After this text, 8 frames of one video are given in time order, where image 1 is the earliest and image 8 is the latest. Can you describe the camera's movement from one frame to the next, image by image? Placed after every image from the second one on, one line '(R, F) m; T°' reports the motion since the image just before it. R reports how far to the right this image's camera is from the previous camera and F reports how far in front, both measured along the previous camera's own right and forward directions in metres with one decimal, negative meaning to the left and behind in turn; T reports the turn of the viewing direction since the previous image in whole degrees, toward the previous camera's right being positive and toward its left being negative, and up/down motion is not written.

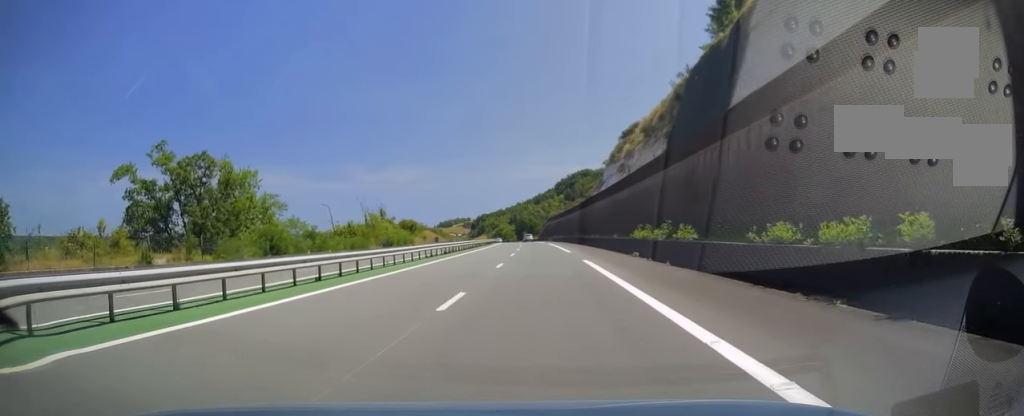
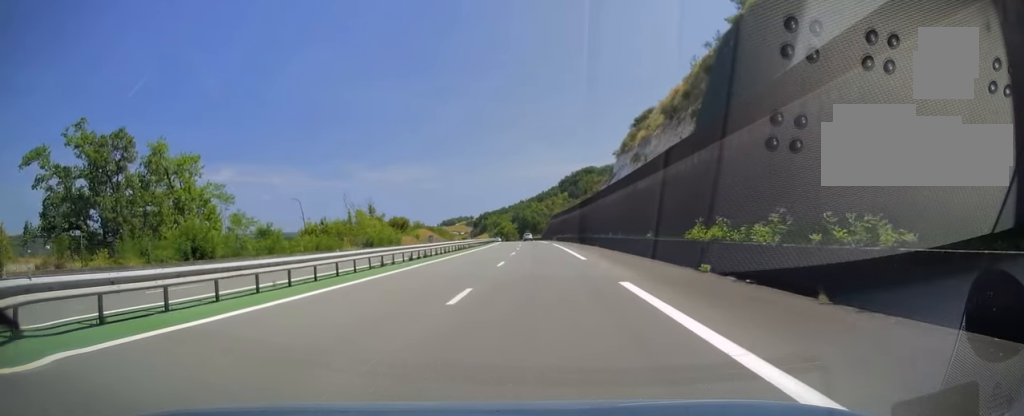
(0.0, +12.4) m; 0°
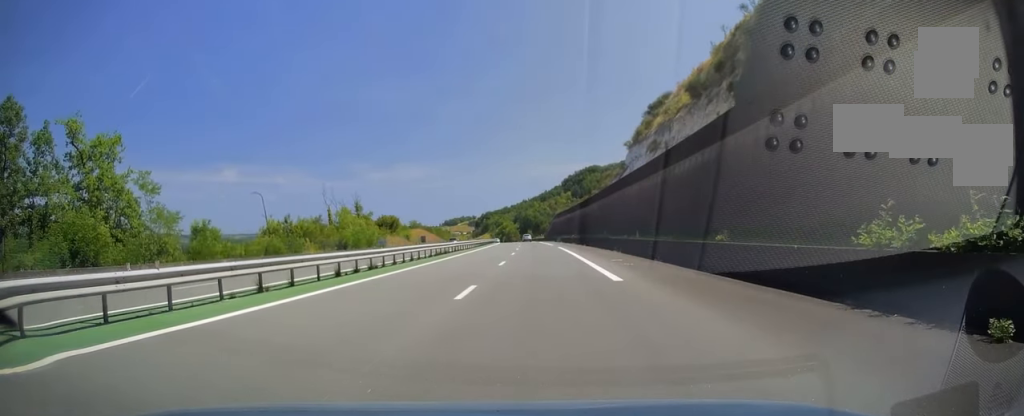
(0.0, +11.8) m; 0°
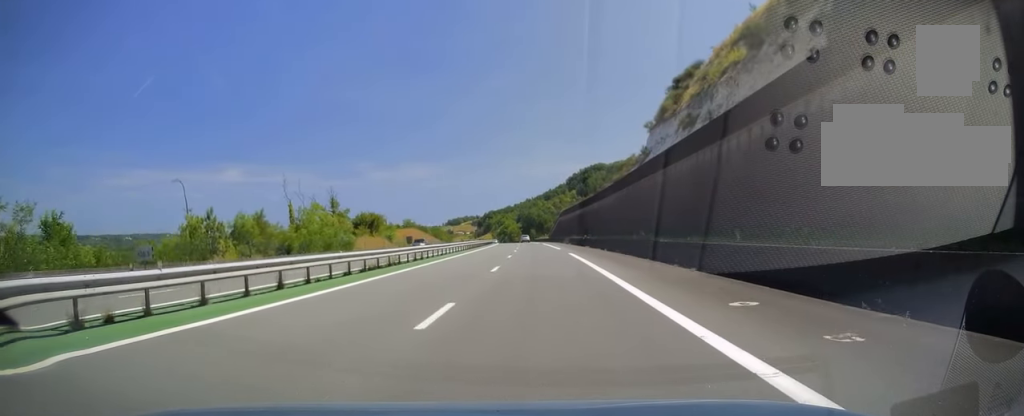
(0.0, +16.8) m; -1°
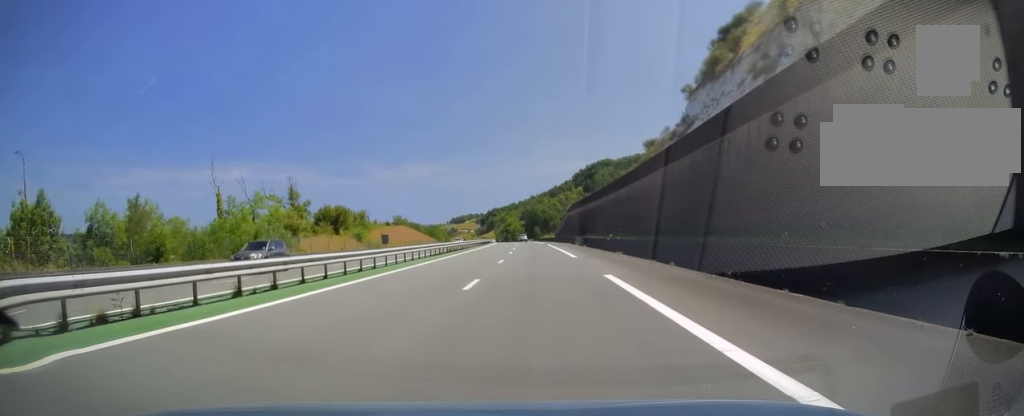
(-0.2, +20.3) m; -1°
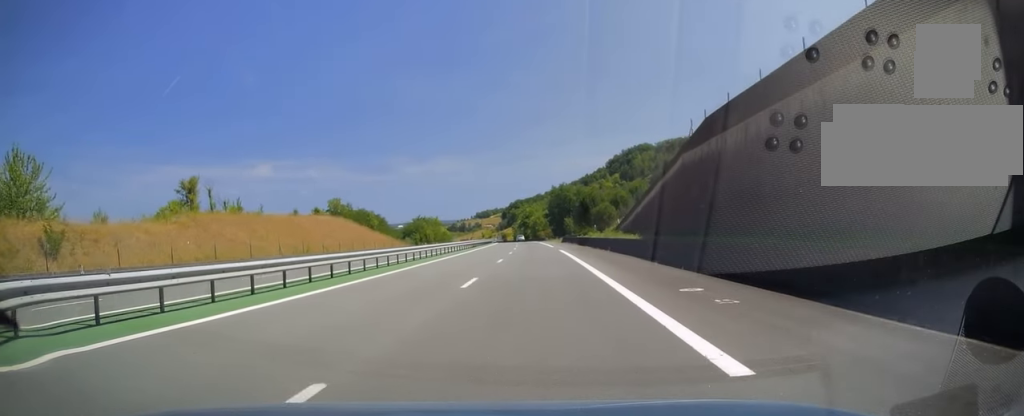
(-1.9, +77.4) m; -3°
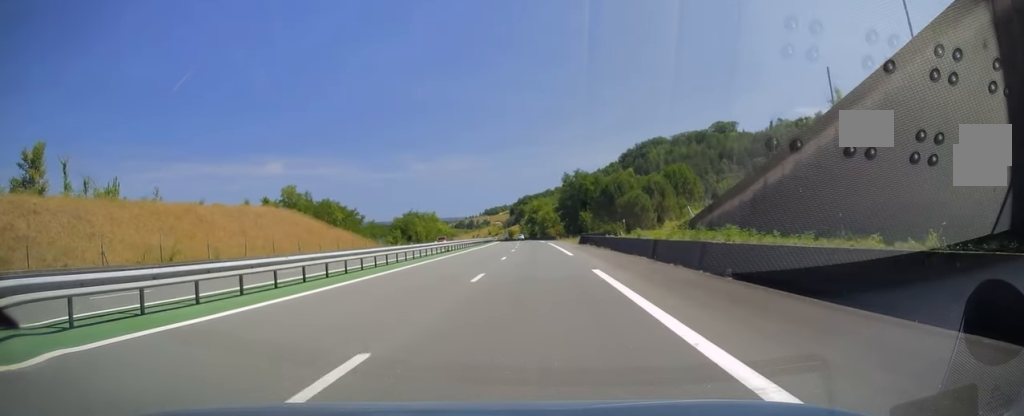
(-0.1, +24.8) m; -1°
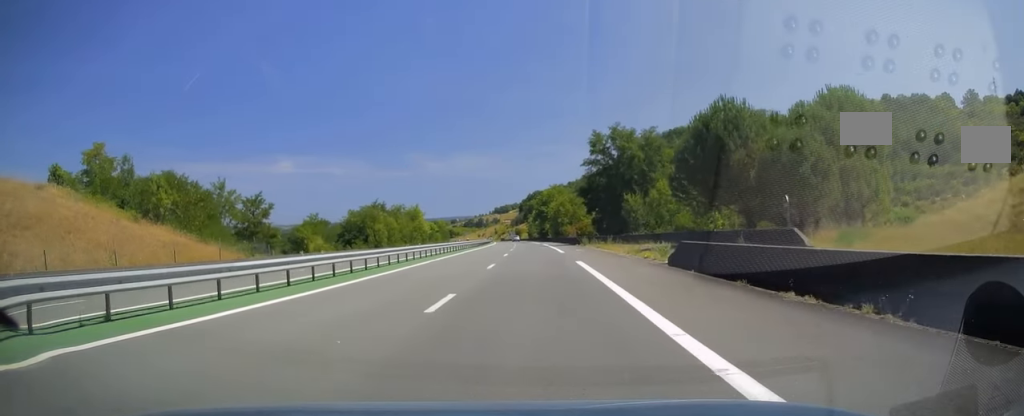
(-0.5, +45.1) m; -1°
